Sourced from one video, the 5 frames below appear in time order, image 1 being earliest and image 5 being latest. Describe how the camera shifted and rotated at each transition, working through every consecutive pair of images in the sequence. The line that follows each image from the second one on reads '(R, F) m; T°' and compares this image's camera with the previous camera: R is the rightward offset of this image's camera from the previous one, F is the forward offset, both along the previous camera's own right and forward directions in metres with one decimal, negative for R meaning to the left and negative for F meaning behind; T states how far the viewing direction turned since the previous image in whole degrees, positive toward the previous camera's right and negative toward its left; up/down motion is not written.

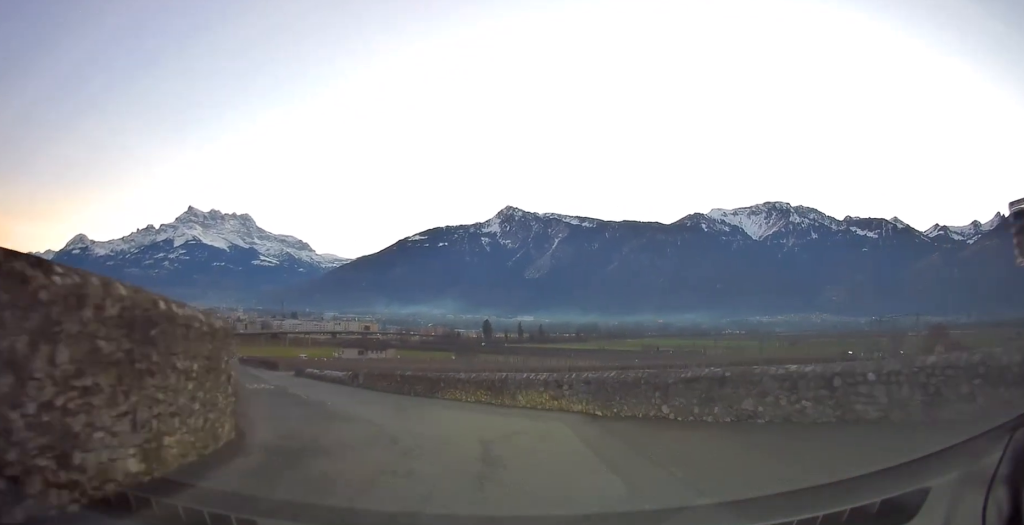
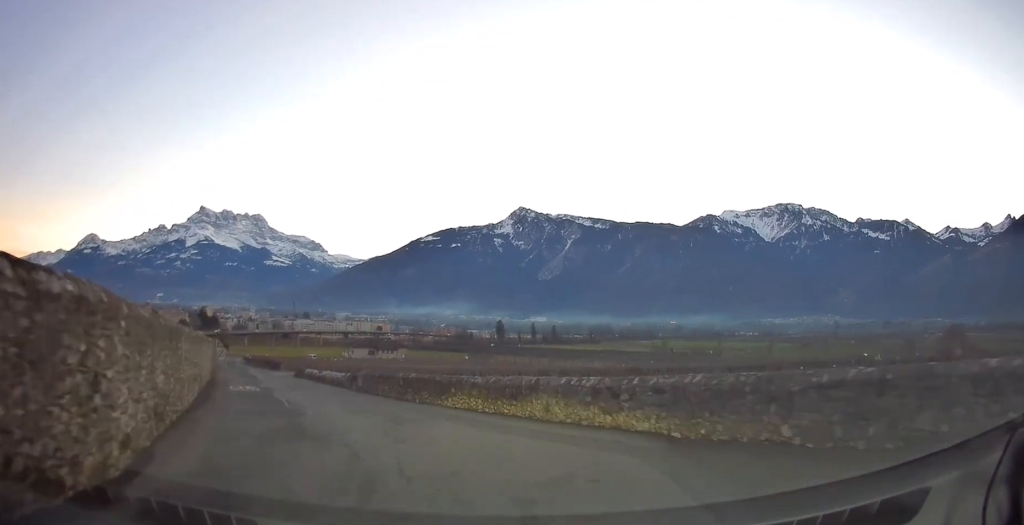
(+0.1, +3.9) m; +1°
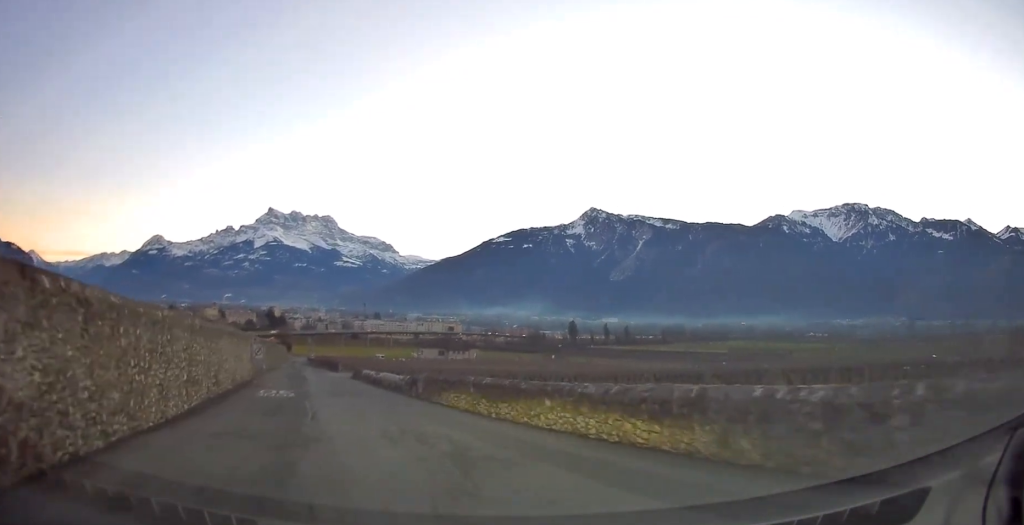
(+0.3, +5.3) m; 0°
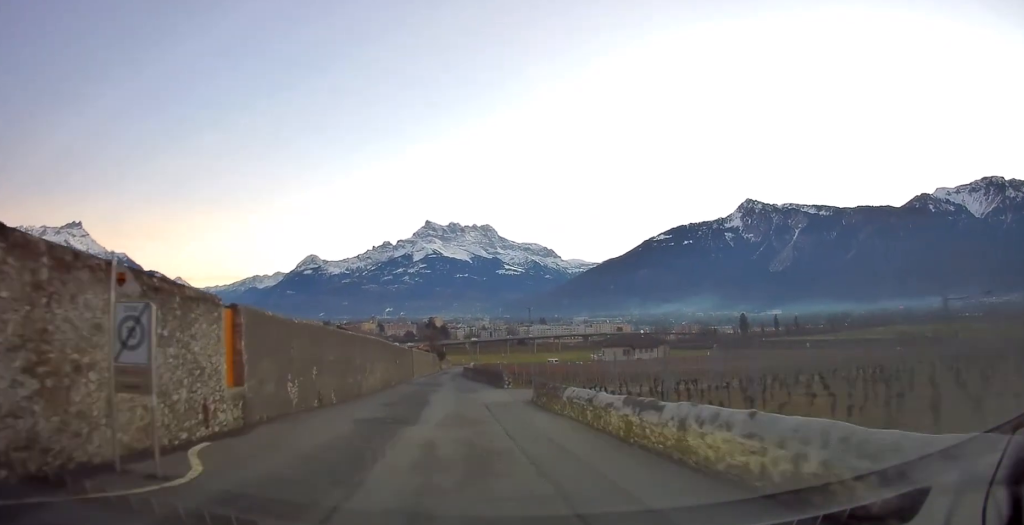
(-3.4, +23.0) m; -14°
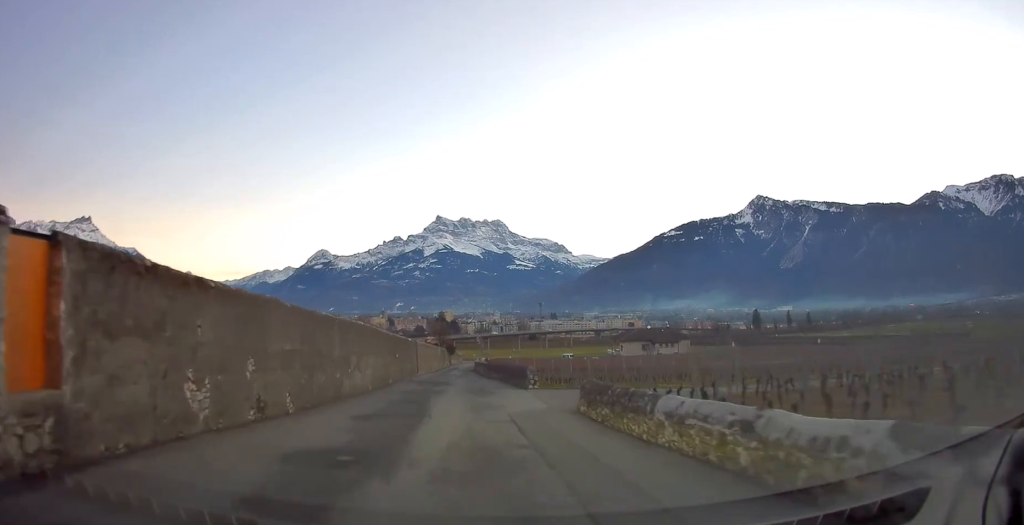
(-0.1, +6.7) m; -2°
